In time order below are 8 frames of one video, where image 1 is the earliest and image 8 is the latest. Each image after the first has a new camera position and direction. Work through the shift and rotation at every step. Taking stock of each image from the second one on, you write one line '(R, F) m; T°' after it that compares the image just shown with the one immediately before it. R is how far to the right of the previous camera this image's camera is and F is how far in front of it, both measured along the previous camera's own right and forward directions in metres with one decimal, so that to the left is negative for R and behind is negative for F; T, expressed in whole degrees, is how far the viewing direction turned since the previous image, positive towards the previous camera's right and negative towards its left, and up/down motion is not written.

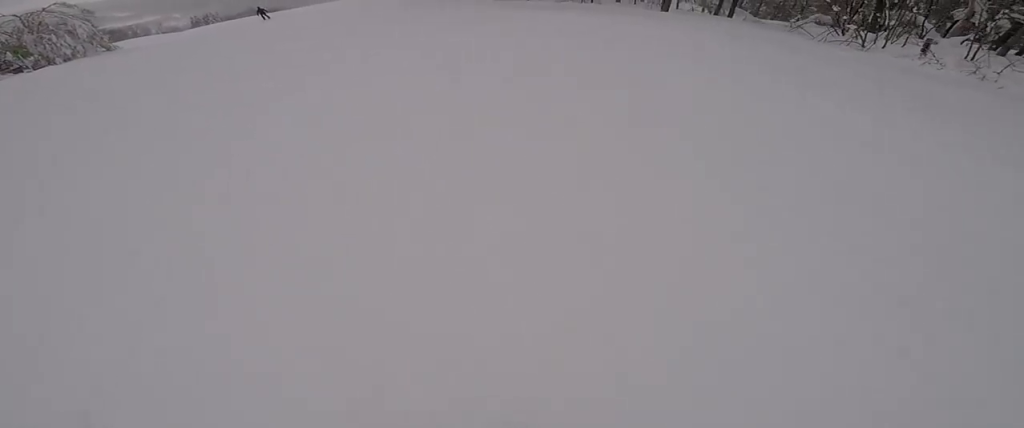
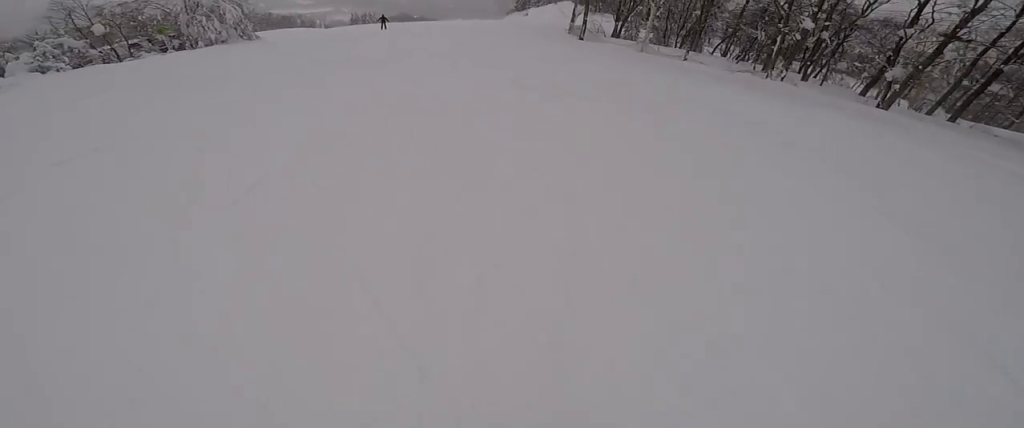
(-0.4, +5.0) m; -6°
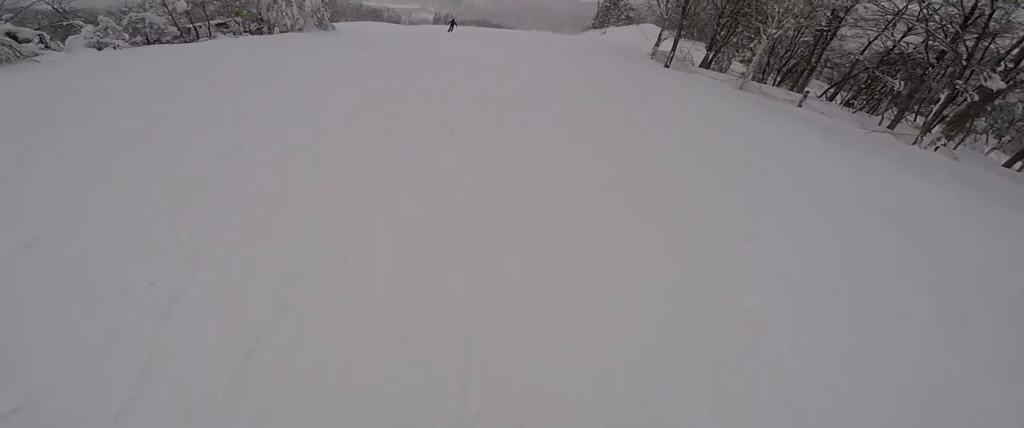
(-0.1, +3.3) m; -1°
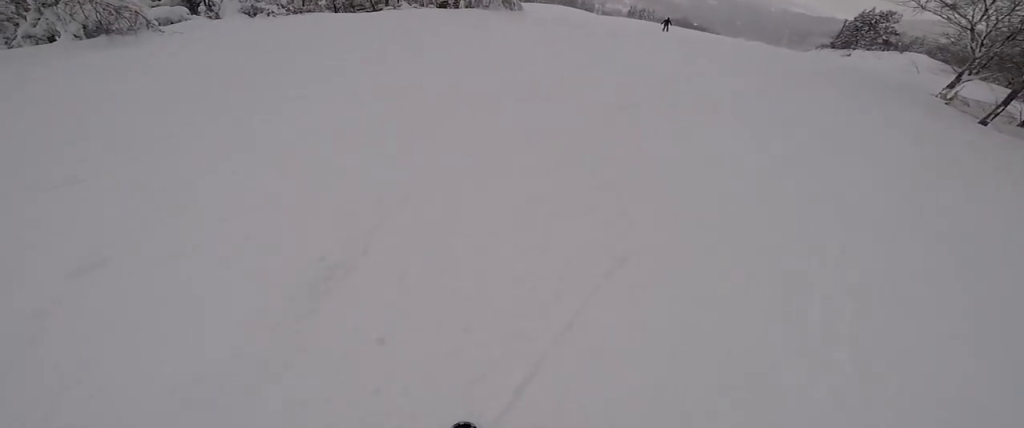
(+0.1, +6.2) m; +15°
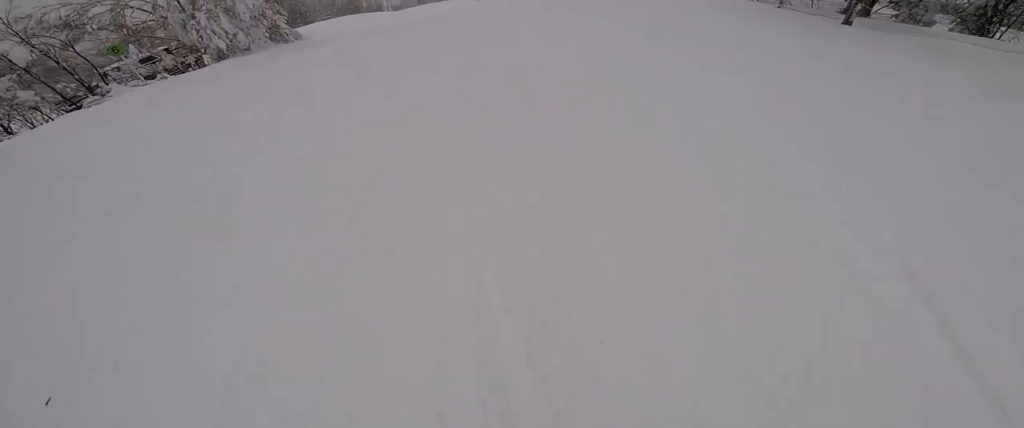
(+1.6, +6.4) m; +13°
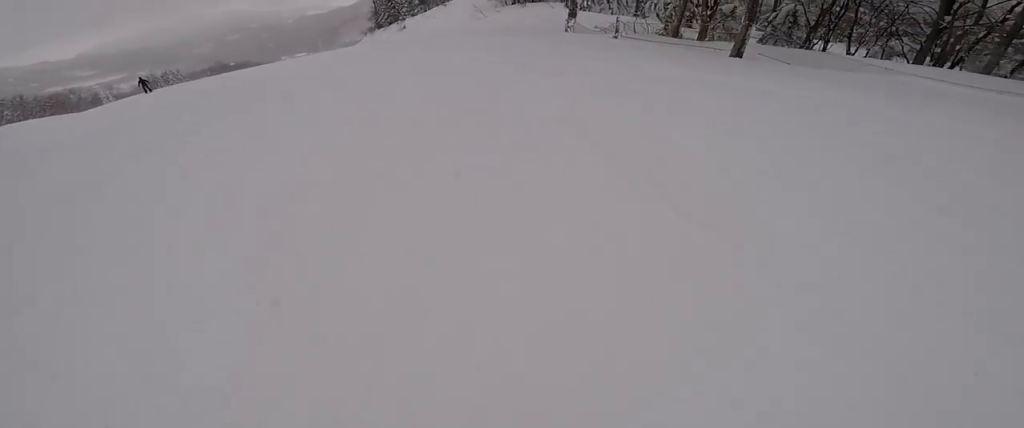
(-1.4, +9.7) m; -12°
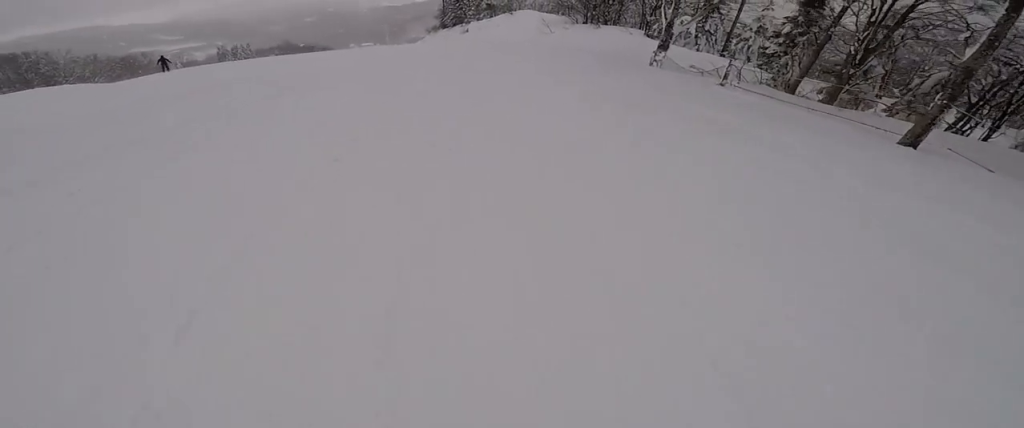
(-0.2, +3.8) m; -5°
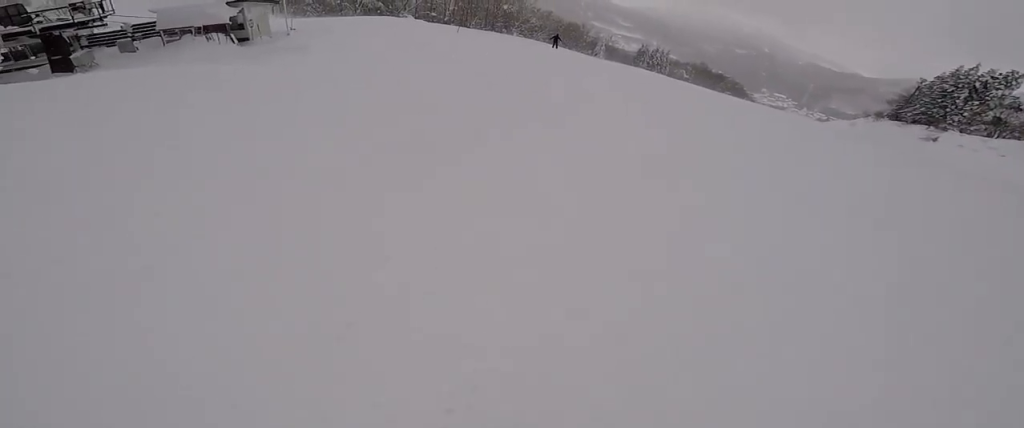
(-3.1, +12.2) m; -20°
